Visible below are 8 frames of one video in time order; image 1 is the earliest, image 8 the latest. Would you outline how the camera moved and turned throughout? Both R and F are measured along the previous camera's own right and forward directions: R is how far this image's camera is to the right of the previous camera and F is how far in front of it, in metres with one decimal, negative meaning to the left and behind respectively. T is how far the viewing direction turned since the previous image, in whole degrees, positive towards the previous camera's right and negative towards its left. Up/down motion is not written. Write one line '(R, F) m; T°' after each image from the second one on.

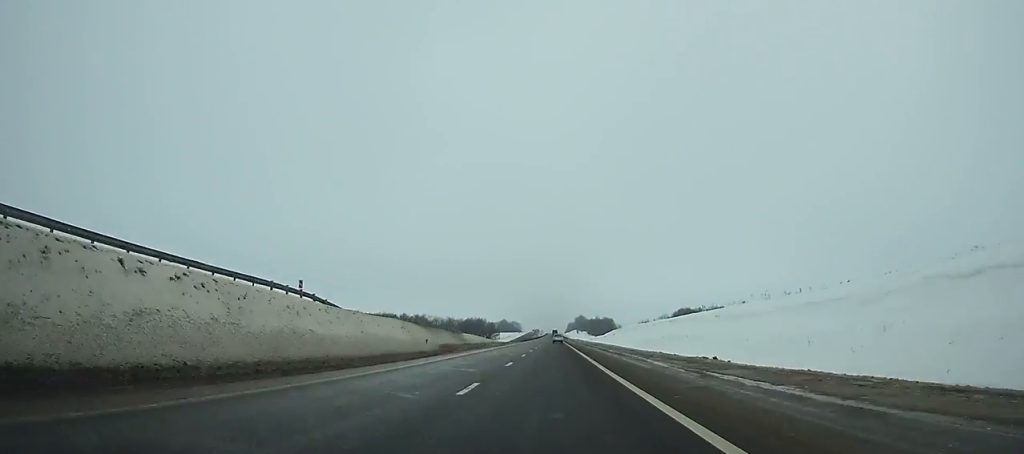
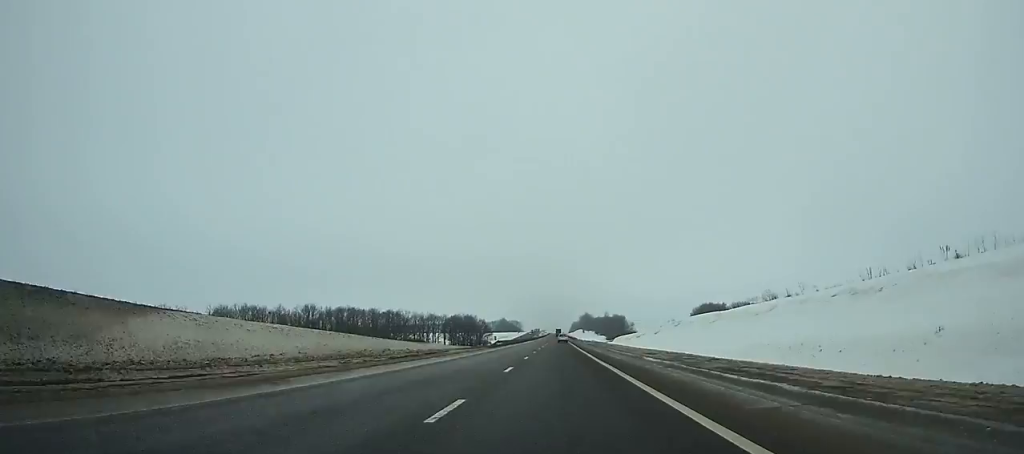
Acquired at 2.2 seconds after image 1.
(+0.1, +63.1) m; 0°
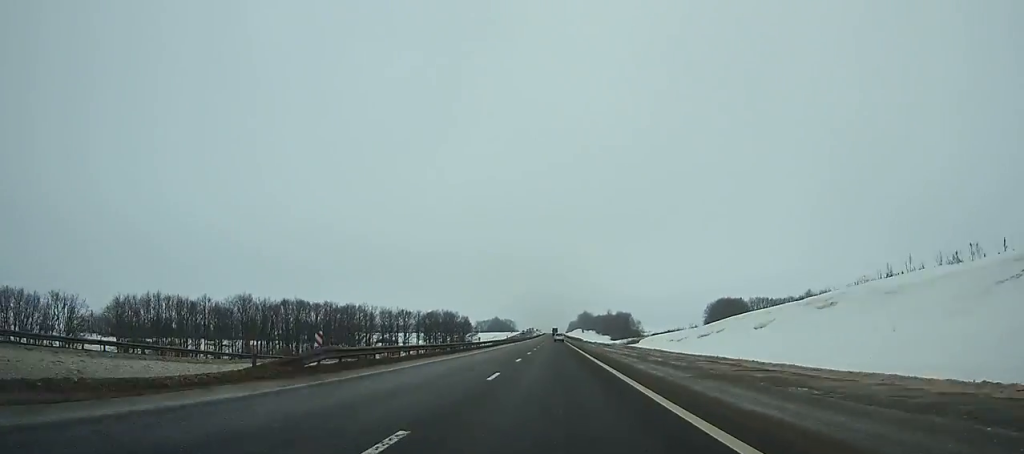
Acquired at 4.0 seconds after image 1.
(+0.1, +51.7) m; 0°
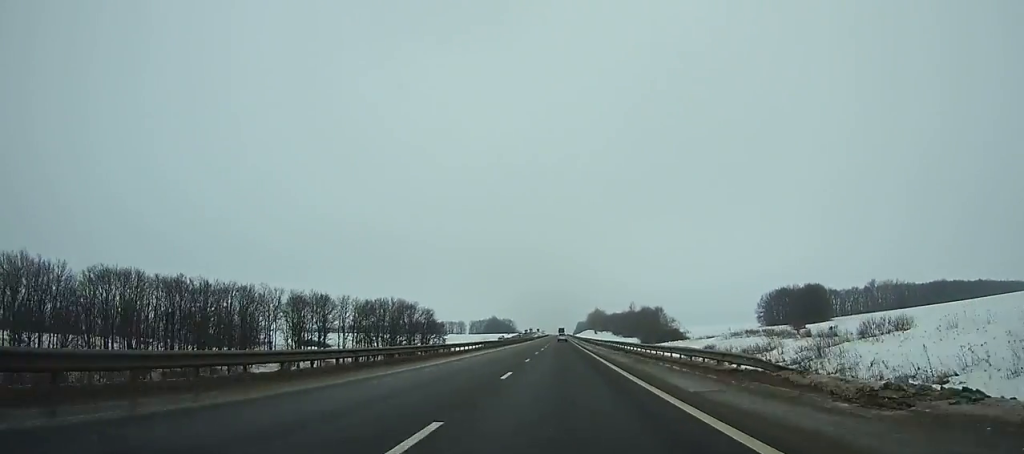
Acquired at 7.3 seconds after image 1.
(+0.2, +94.9) m; 0°
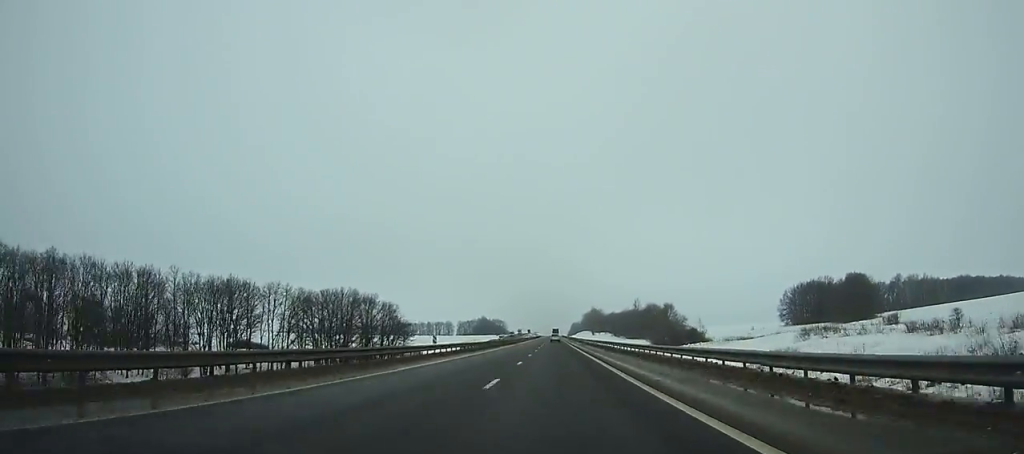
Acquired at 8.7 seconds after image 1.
(0.0, +40.2) m; 0°
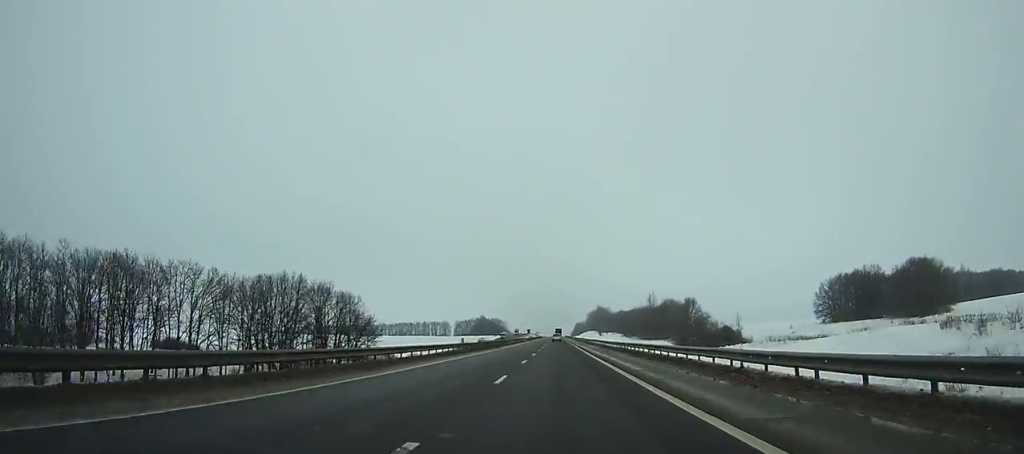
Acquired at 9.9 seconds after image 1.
(0.0, +34.4) m; 0°
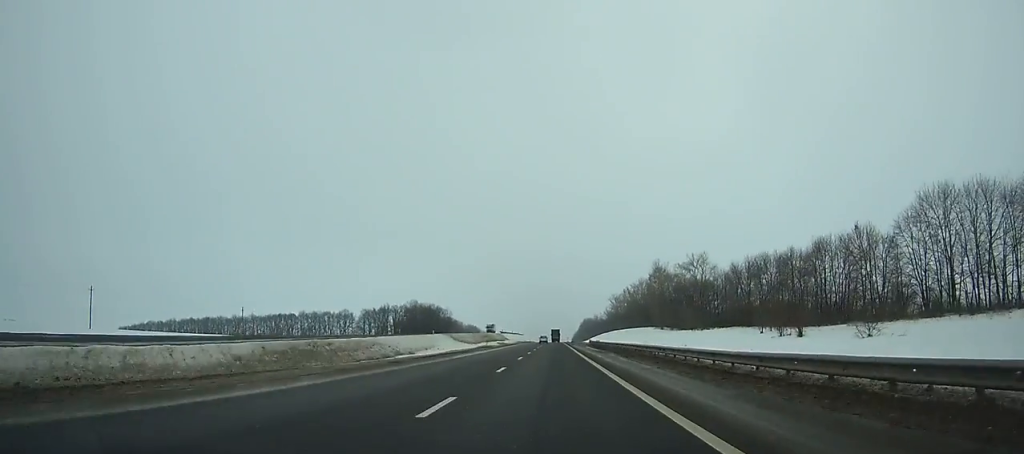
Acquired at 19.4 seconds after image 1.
(-0.2, +271.9) m; 0°
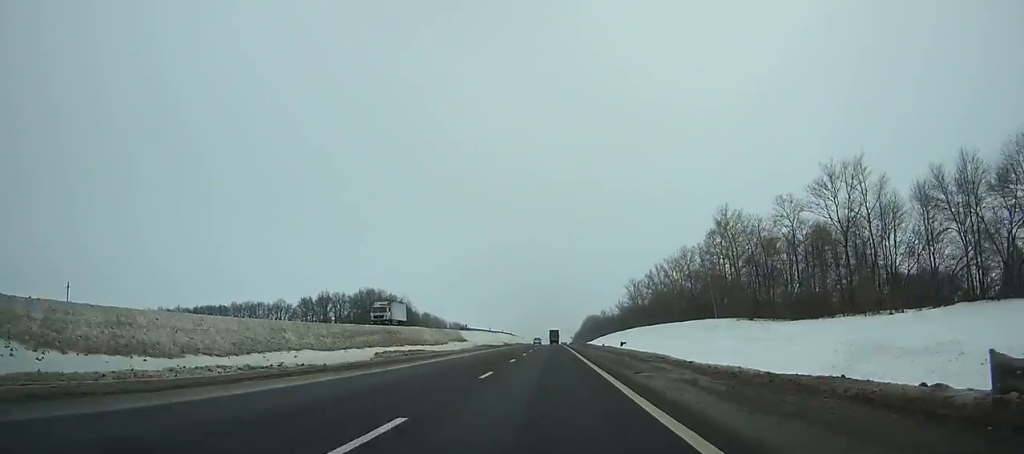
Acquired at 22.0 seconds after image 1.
(-0.1, +74.0) m; 0°
